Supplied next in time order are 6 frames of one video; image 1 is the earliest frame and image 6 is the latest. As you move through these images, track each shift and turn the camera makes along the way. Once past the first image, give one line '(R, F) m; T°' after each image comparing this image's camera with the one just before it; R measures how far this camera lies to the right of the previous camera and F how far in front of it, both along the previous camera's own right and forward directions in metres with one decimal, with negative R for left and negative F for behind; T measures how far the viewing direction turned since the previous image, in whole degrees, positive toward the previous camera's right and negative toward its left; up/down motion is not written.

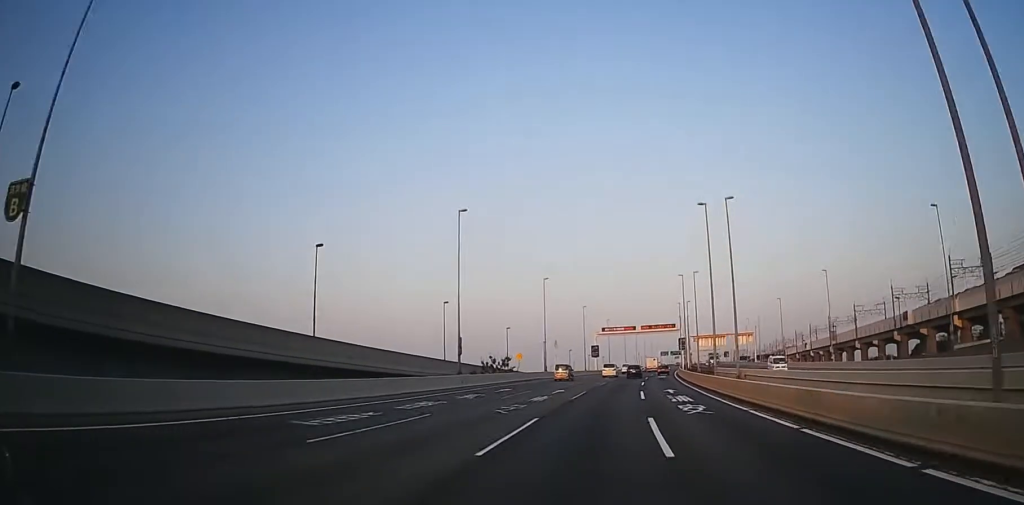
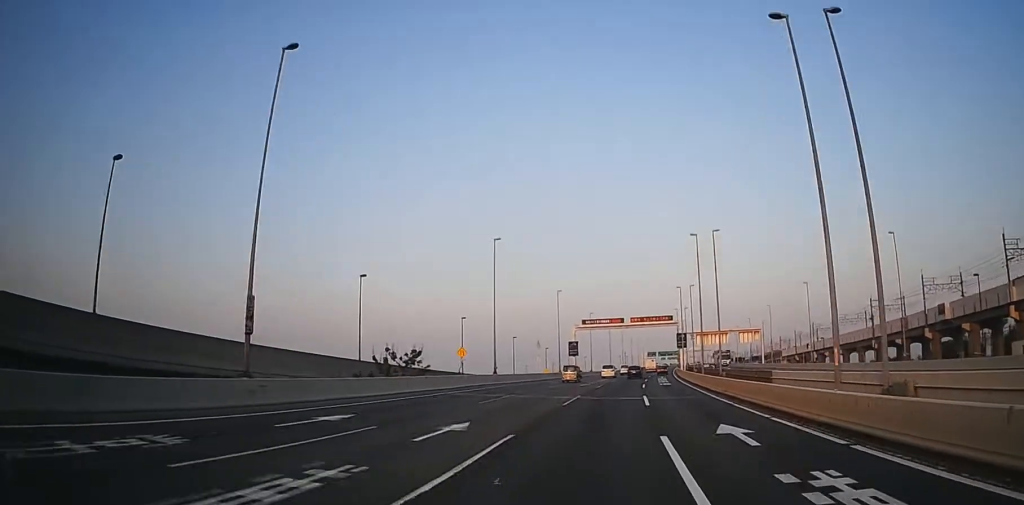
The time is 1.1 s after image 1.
(+0.8, +25.3) m; +3°
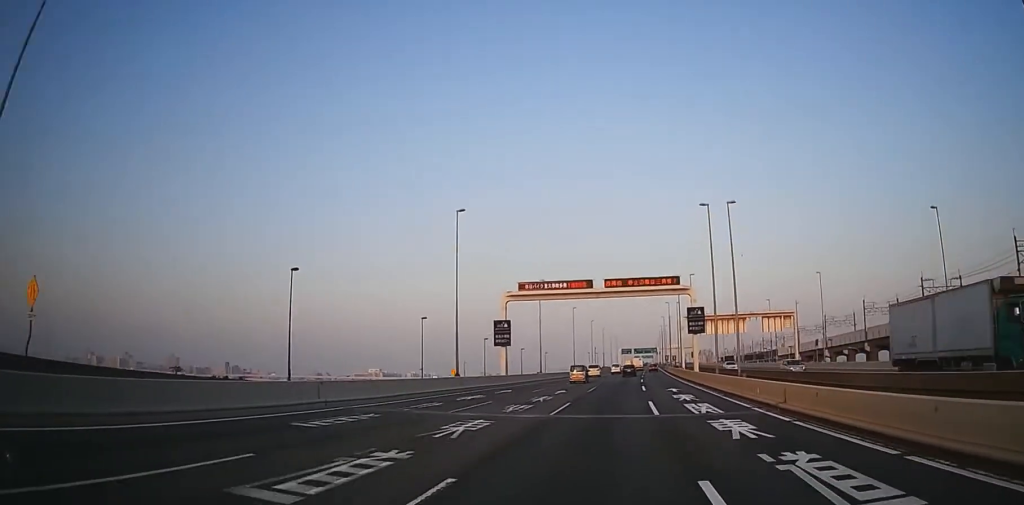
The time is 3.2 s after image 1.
(+0.5, +45.8) m; +1°
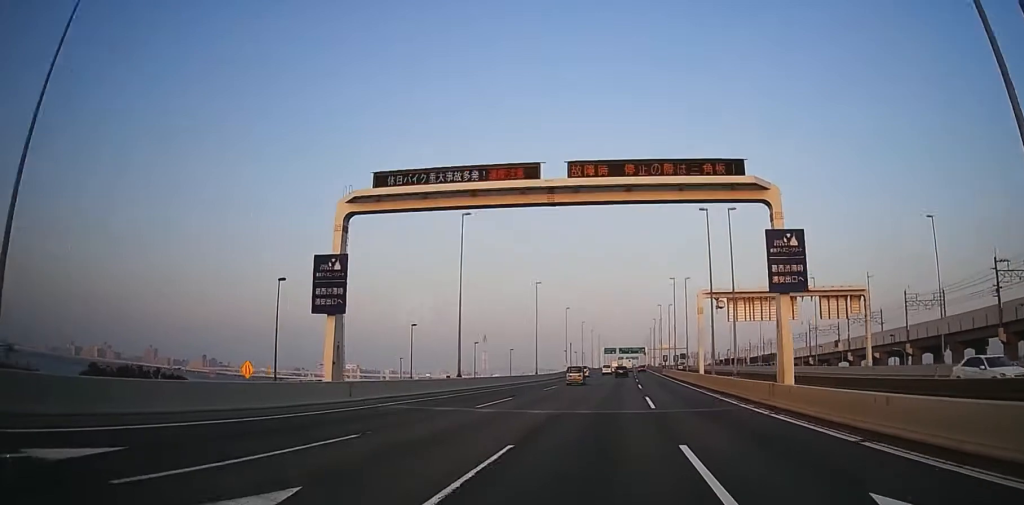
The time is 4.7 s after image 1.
(0.0, +34.4) m; 0°
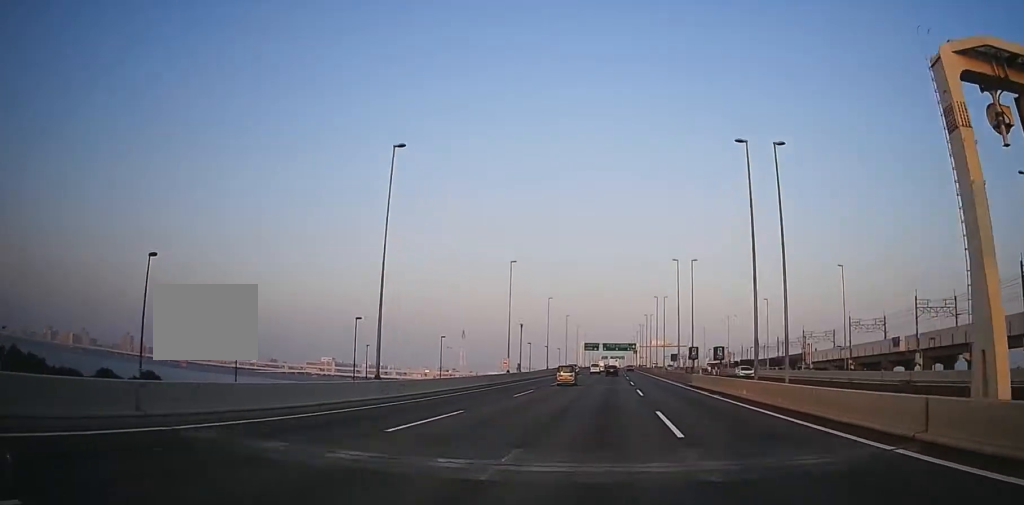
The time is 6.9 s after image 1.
(+1.8, +50.9) m; +4°
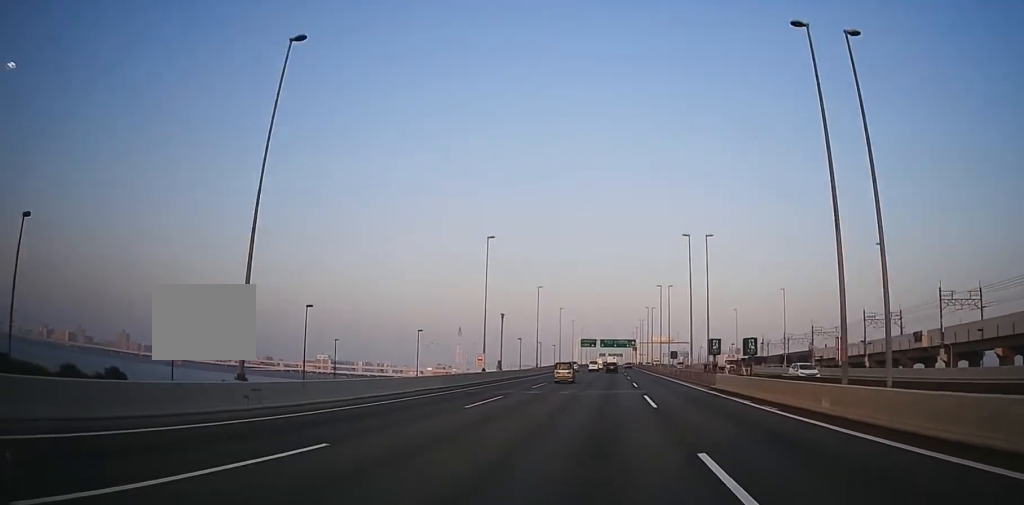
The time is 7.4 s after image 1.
(+0.3, +12.0) m; 0°
